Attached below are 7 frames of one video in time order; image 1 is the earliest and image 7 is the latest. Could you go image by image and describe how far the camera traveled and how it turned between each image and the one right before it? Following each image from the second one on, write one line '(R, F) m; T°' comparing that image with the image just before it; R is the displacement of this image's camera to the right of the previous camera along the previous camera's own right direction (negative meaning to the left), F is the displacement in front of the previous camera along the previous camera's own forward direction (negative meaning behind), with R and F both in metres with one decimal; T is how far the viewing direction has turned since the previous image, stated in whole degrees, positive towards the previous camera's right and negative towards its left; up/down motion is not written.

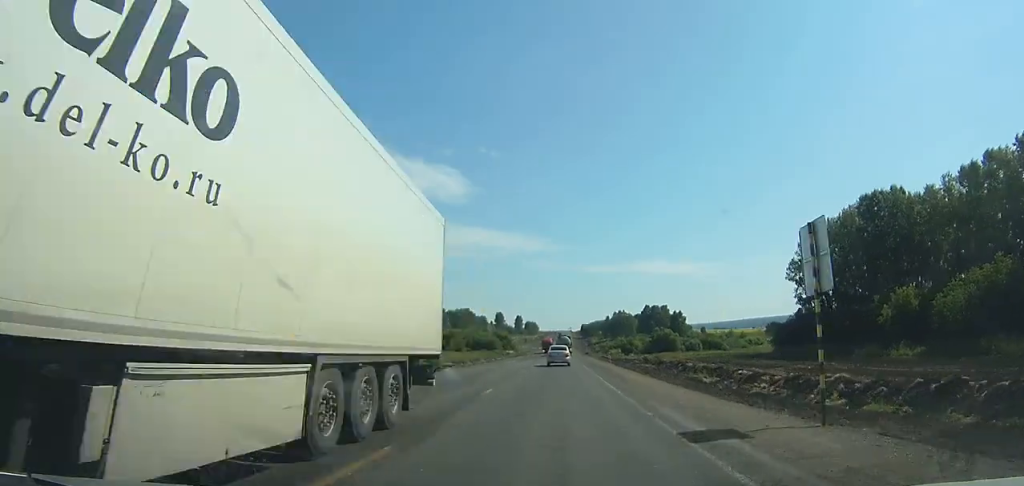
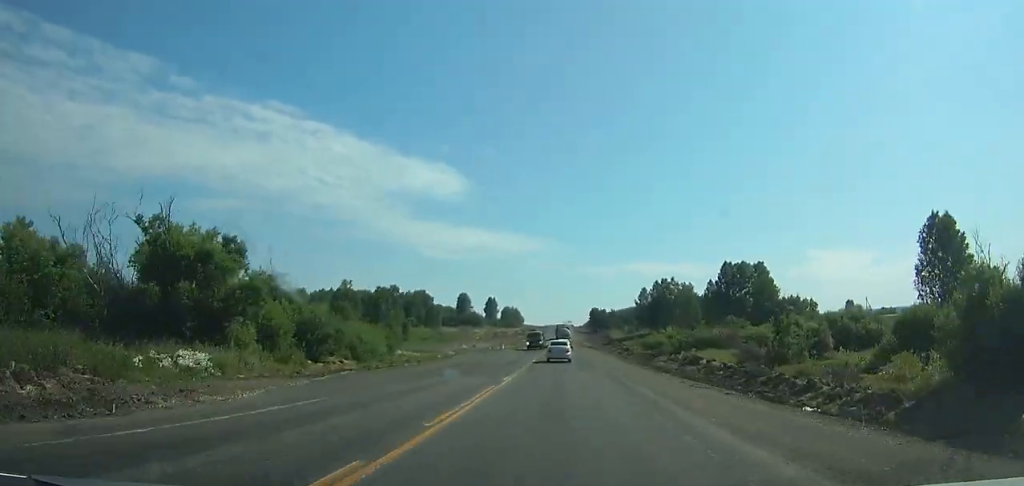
(+1.6, +149.9) m; +1°
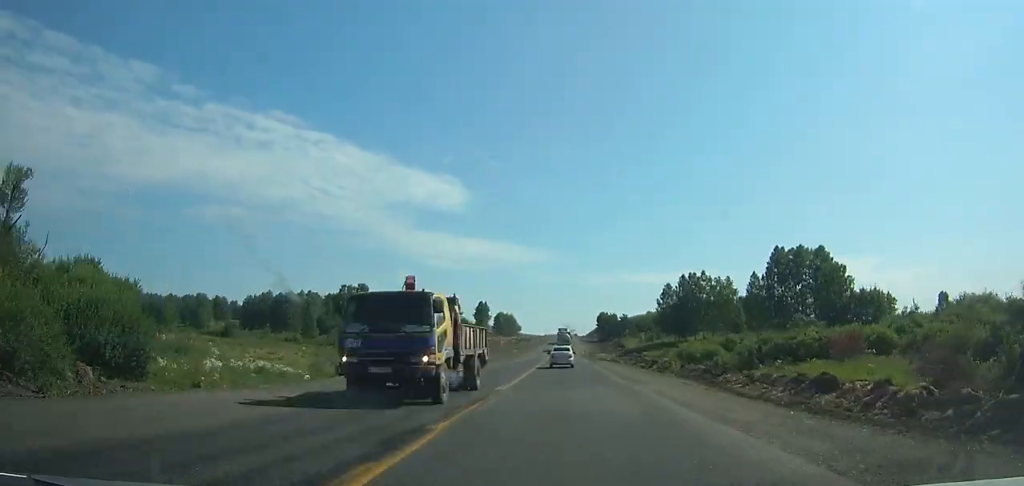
(0.0, +36.6) m; 0°
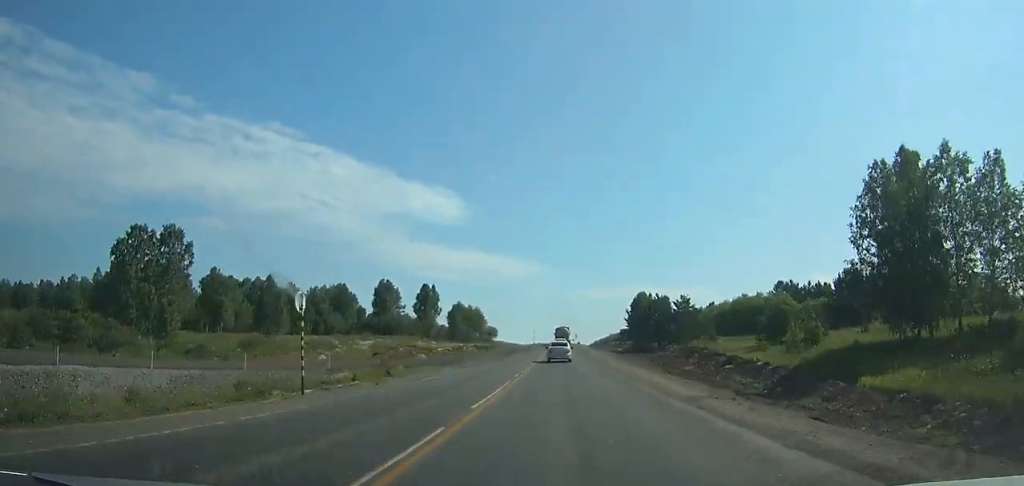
(+0.1, +95.0) m; 0°
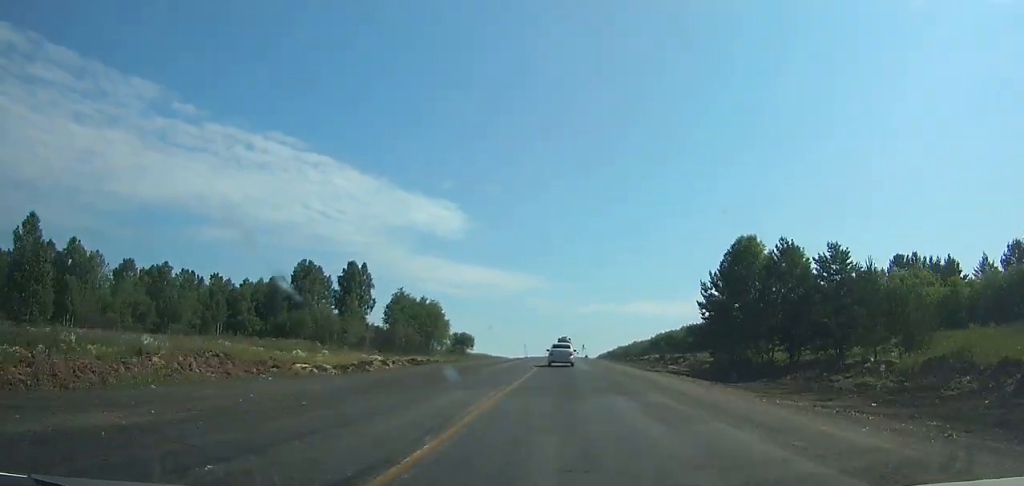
(+0.1, +51.0) m; 0°
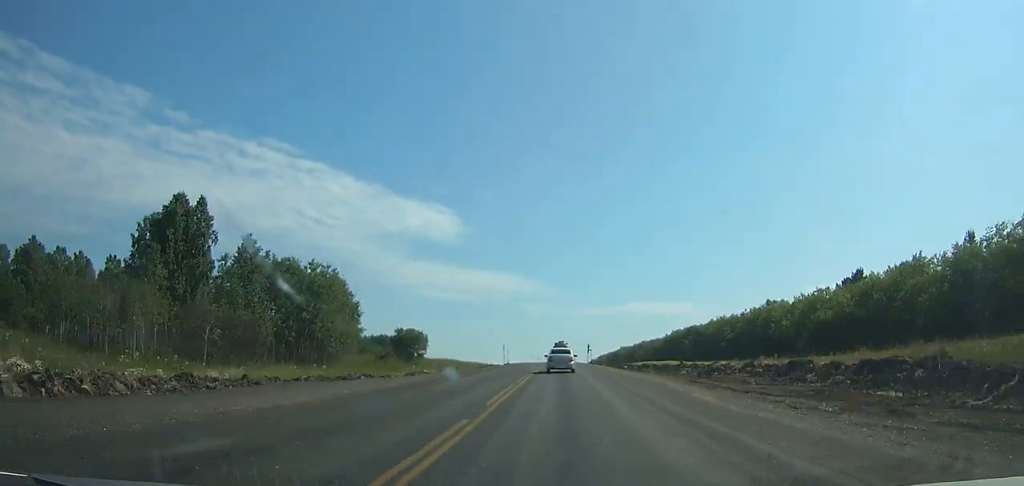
(0.0, +43.1) m; 0°
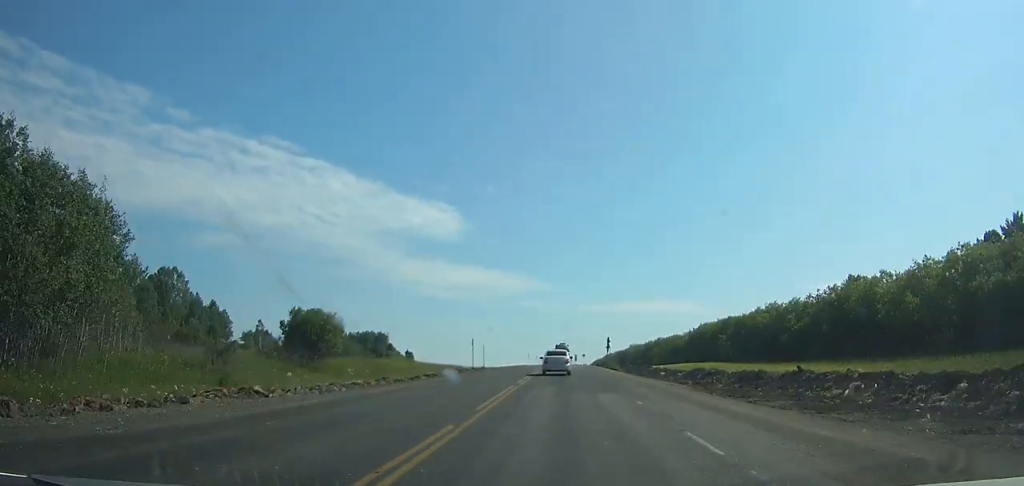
(0.0, +37.1) m; 0°
